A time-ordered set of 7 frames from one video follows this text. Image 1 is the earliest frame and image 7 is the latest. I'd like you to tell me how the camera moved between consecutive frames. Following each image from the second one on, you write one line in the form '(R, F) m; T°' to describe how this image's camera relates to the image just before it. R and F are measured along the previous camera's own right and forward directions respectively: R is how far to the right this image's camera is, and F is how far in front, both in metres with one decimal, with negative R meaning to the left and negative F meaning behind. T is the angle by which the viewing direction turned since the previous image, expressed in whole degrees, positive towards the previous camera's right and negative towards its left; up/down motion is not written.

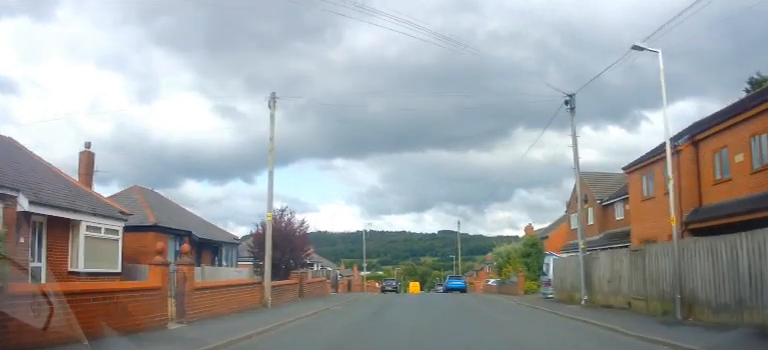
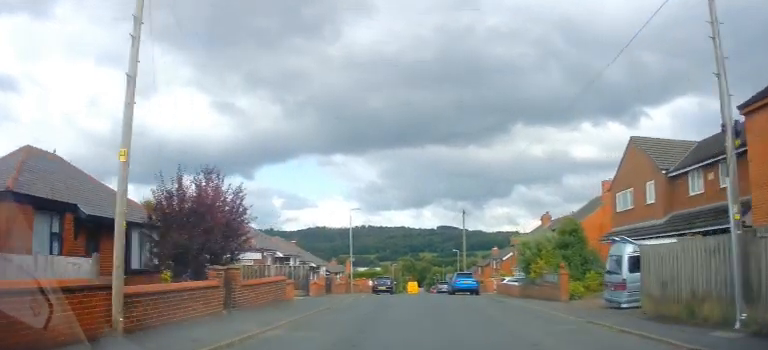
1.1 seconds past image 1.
(0.0, +8.2) m; 0°
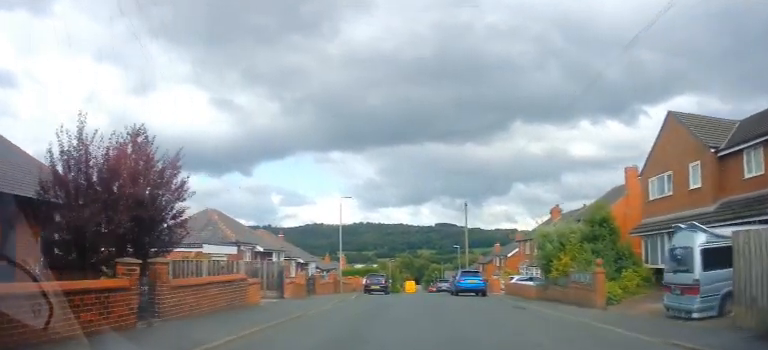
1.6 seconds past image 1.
(0.0, +4.2) m; 0°
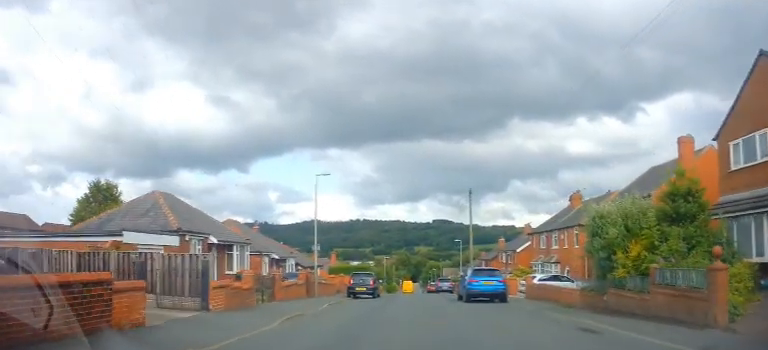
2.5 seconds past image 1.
(0.0, +6.9) m; 0°
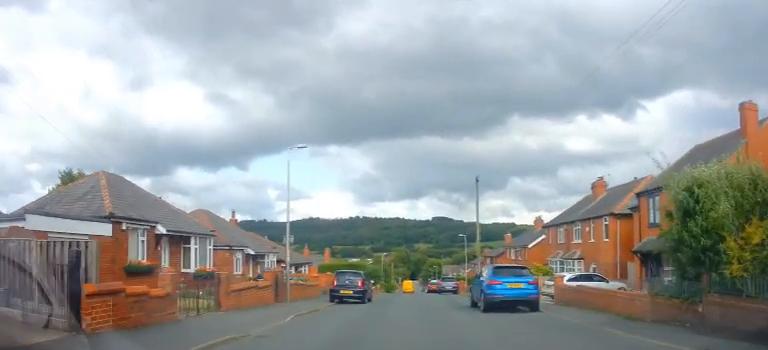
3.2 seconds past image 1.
(0.0, +5.3) m; 0°
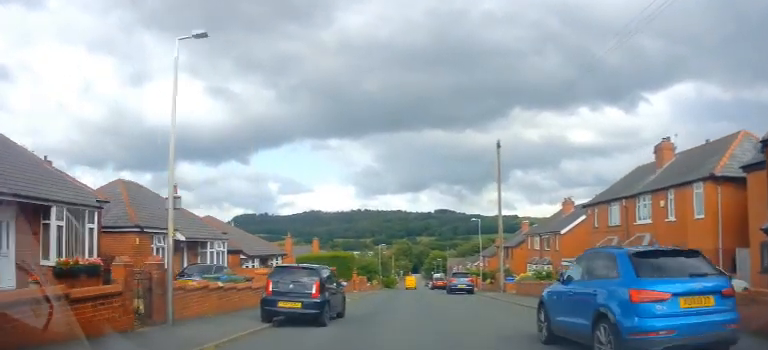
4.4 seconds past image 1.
(0.0, +9.7) m; 0°
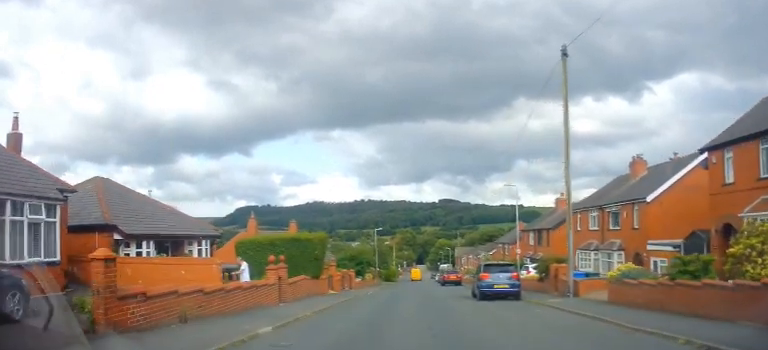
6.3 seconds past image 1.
(0.0, +13.7) m; 0°
